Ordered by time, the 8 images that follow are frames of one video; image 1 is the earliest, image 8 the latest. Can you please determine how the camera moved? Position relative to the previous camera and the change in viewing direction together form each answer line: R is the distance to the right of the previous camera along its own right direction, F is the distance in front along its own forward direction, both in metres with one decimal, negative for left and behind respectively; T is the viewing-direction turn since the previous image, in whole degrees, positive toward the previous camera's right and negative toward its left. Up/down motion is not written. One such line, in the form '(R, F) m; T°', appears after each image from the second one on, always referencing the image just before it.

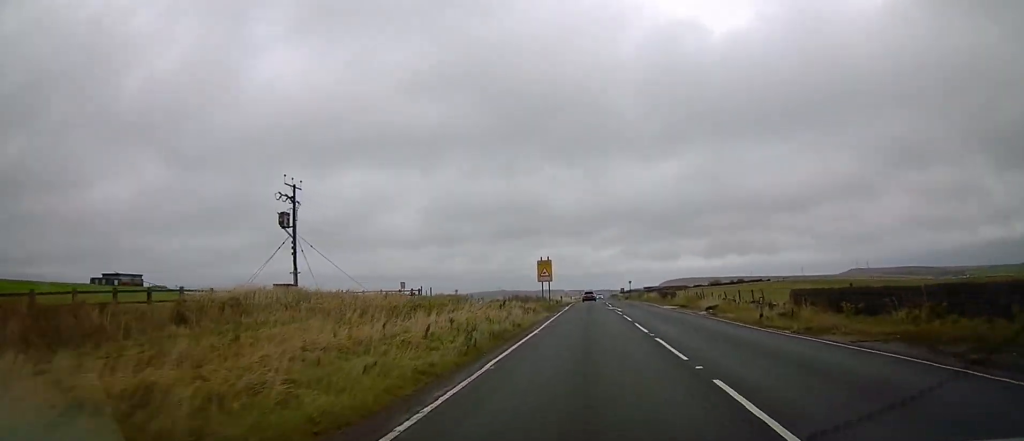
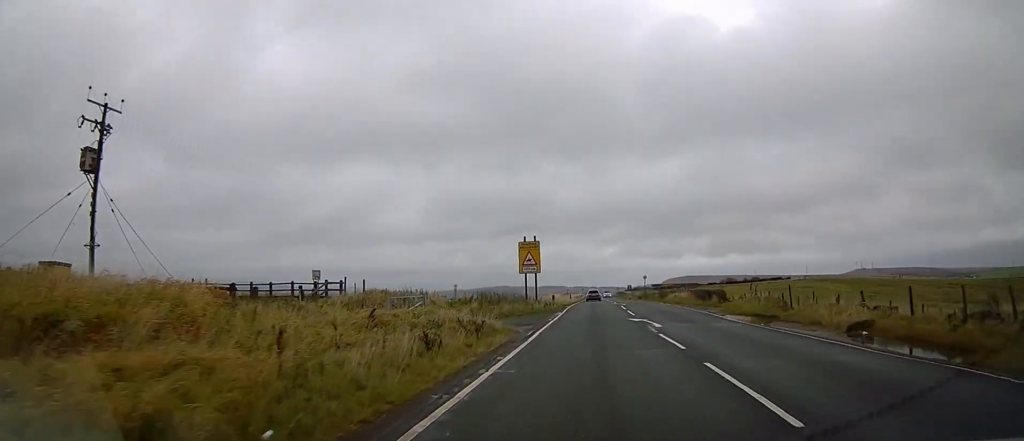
(-0.1, +17.5) m; 0°
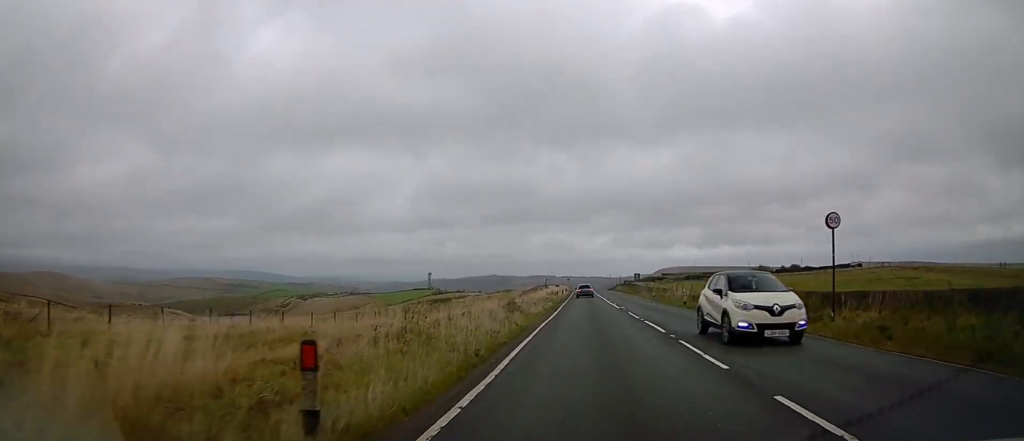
(+0.4, +56.0) m; +1°
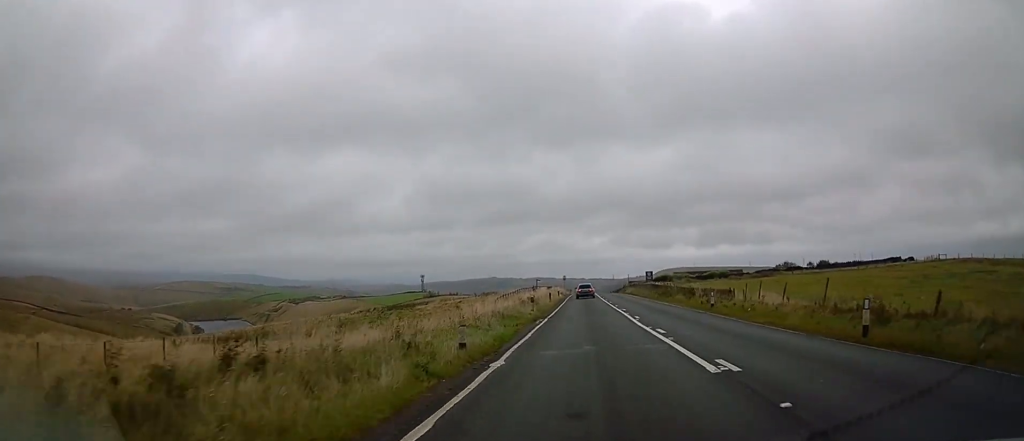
(+0.1, +22.7) m; 0°
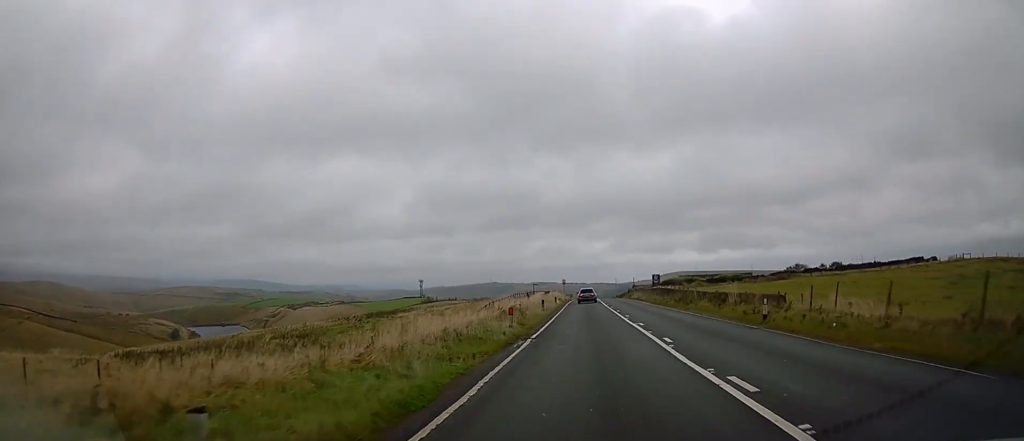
(0.0, +7.8) m; 0°
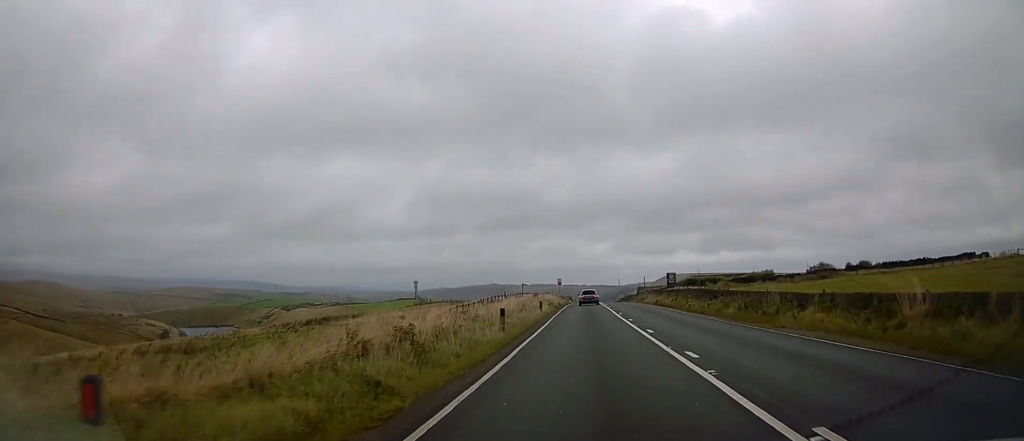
(-0.1, +15.9) m; 0°
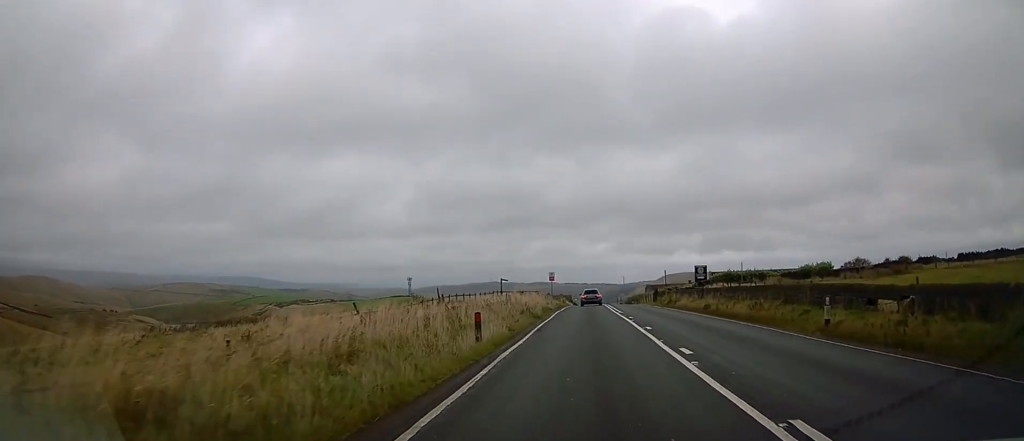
(+0.1, +18.6) m; 0°
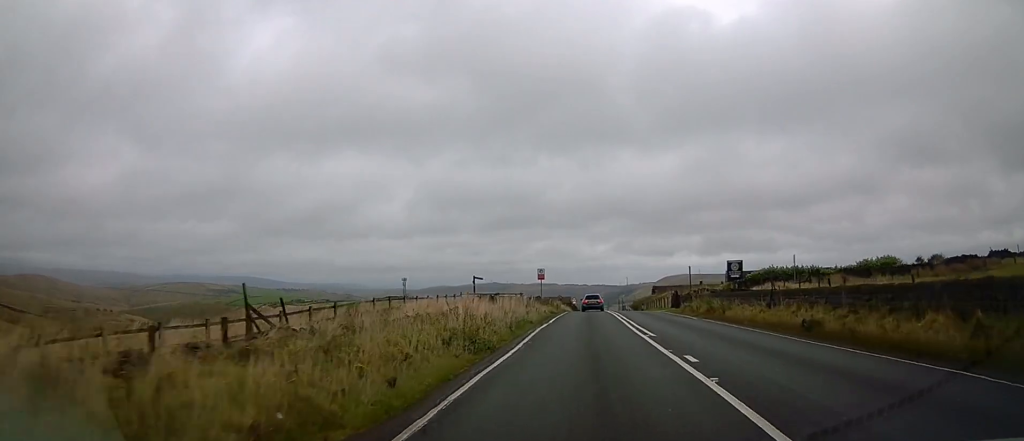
(0.0, +13.0) m; 0°
